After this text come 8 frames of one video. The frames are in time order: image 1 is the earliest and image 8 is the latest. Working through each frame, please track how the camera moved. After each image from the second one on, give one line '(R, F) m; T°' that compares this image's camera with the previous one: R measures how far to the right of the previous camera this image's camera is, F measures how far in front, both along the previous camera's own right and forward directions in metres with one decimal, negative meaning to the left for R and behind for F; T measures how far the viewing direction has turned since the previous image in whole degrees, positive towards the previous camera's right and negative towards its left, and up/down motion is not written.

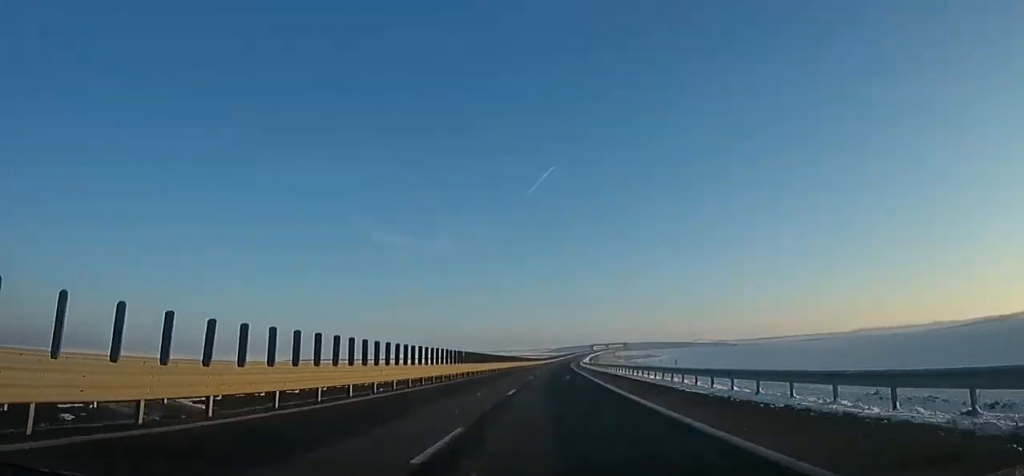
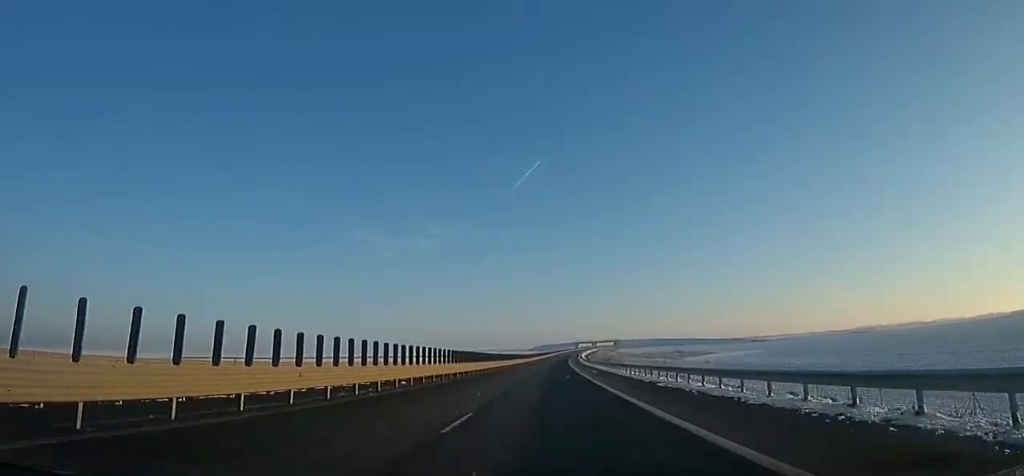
(+2.5, +112.8) m; +3°
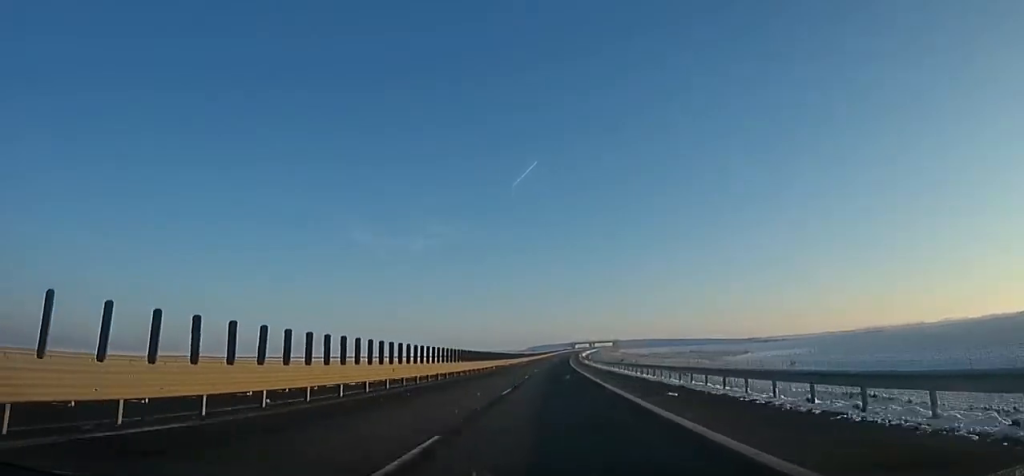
(0.0, +28.2) m; +1°
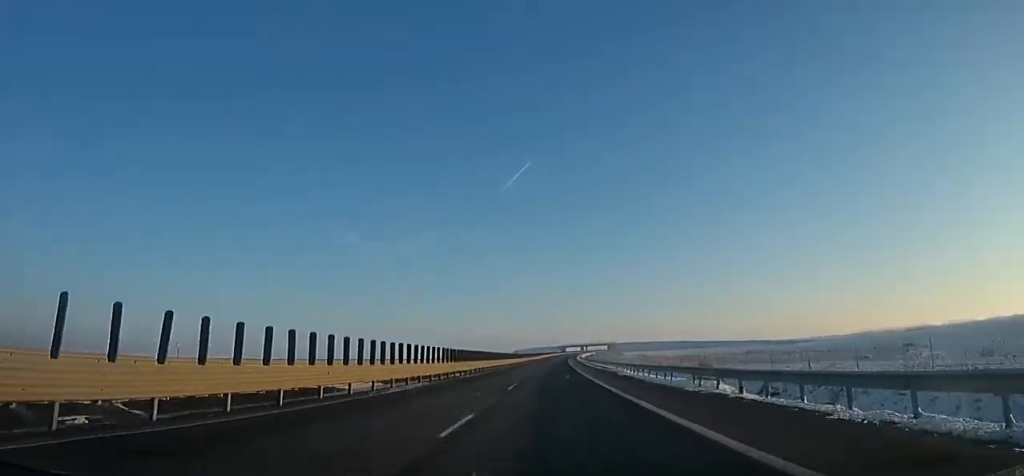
(+0.8, +59.8) m; +1°
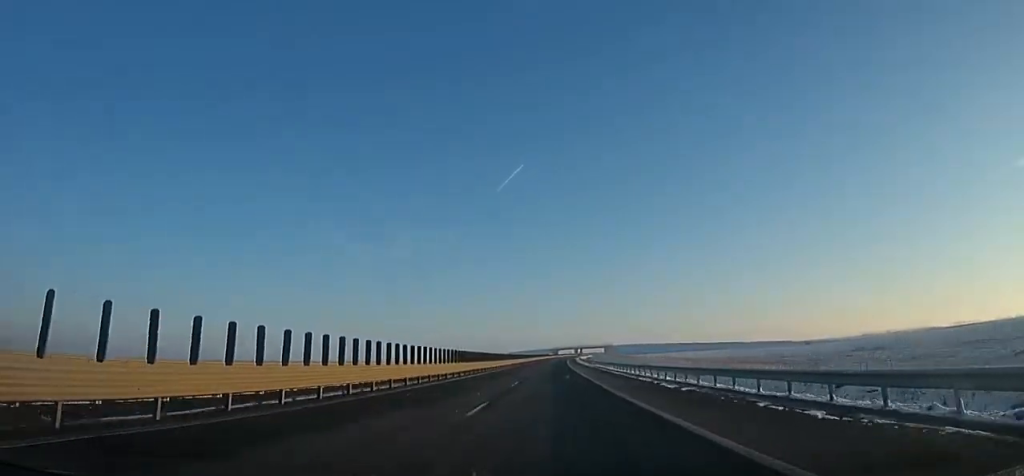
(0.0, +47.2) m; +1°
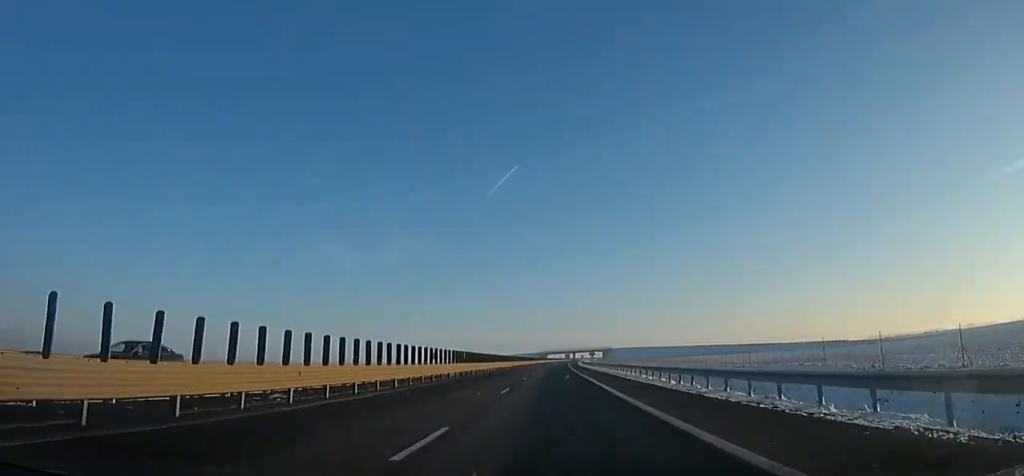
(+1.8, +80.6) m; +2°
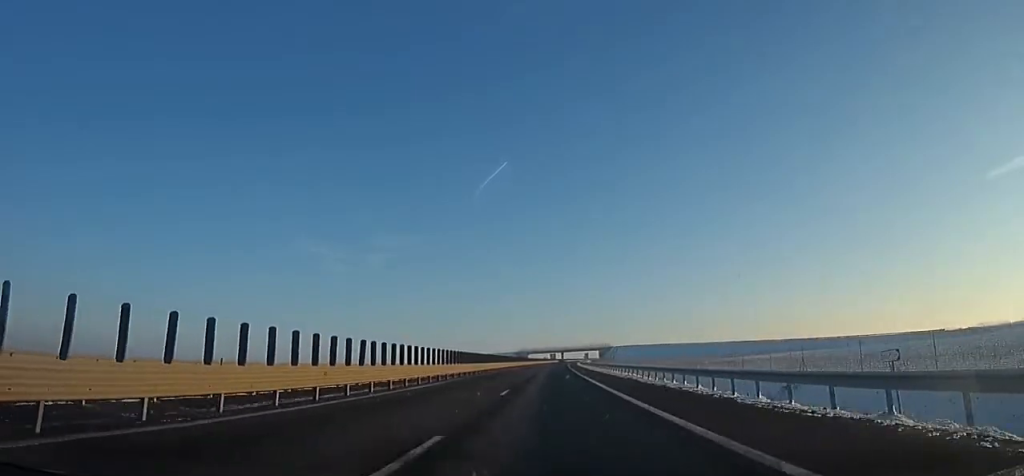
(+0.8, +88.6) m; +1°
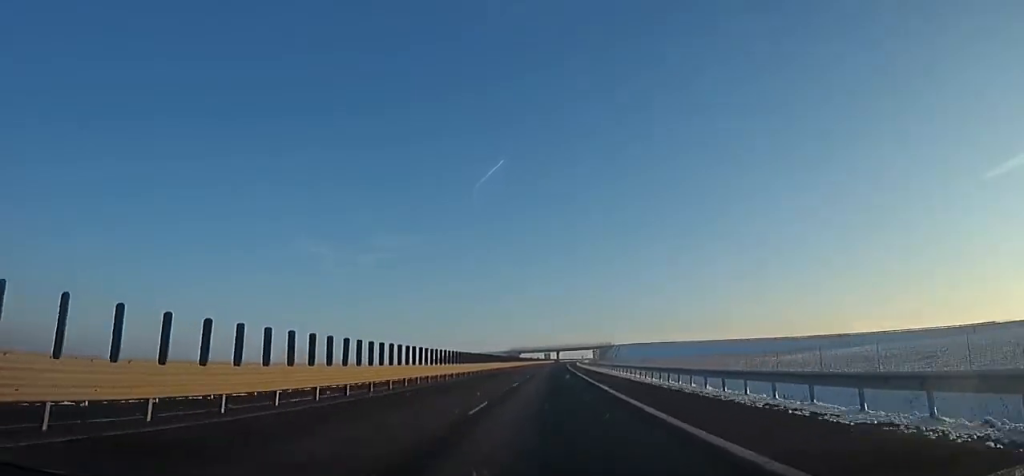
(+0.2, +31.3) m; 0°
